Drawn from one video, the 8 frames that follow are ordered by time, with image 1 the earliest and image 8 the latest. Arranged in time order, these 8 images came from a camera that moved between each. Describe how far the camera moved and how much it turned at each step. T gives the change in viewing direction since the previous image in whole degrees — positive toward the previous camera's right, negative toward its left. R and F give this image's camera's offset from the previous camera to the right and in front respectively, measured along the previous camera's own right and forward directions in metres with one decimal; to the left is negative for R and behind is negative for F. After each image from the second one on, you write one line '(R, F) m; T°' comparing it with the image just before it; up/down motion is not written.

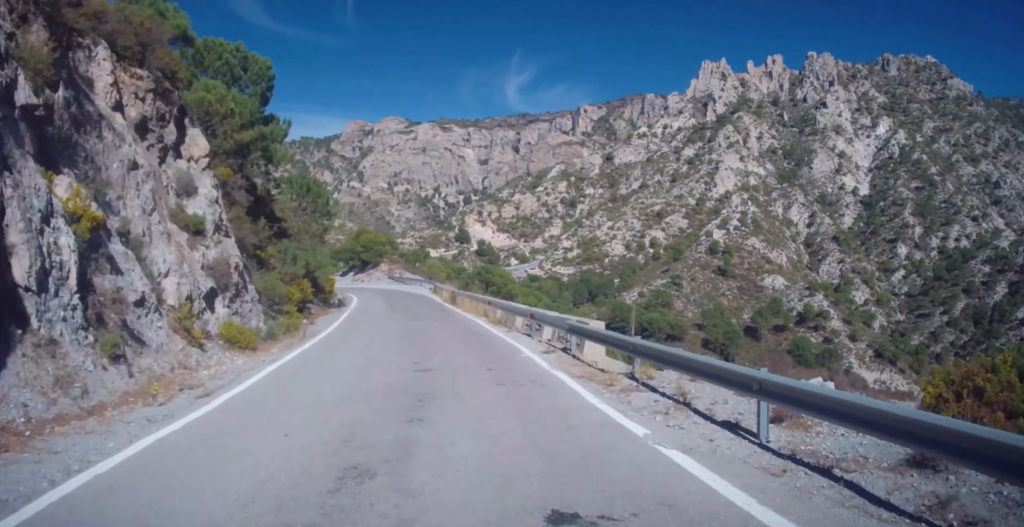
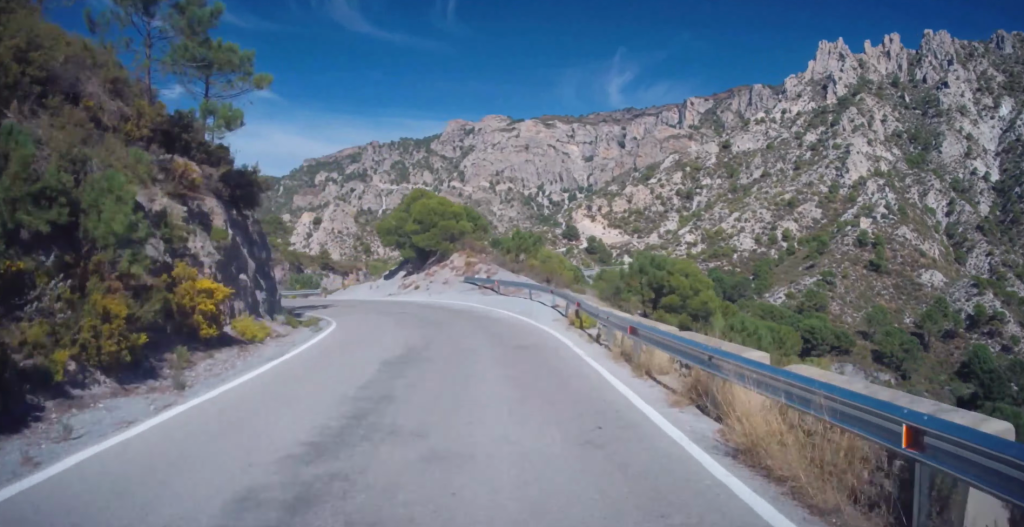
(-7.0, +33.3) m; -5°
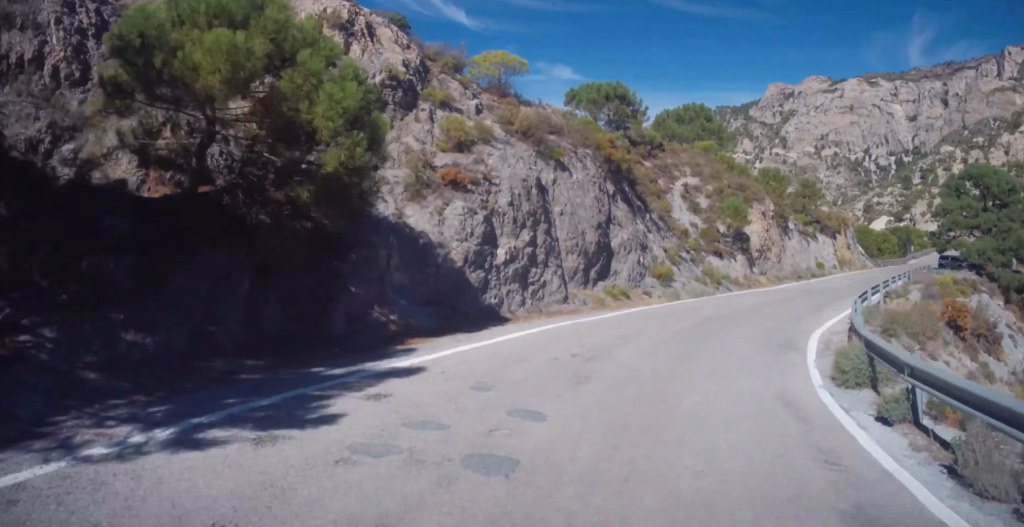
(-3.9, +80.4) m; +9°
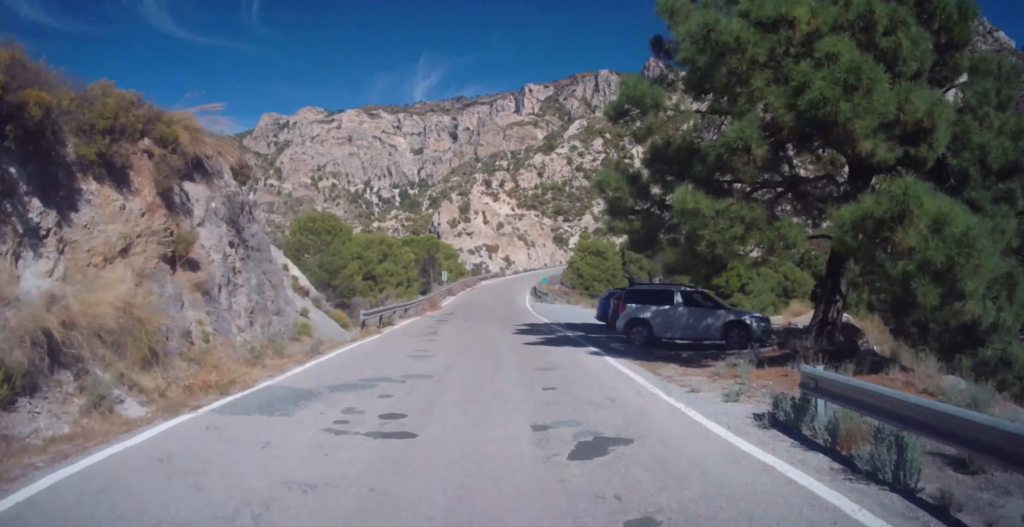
(+10.9, +59.3) m; +19°
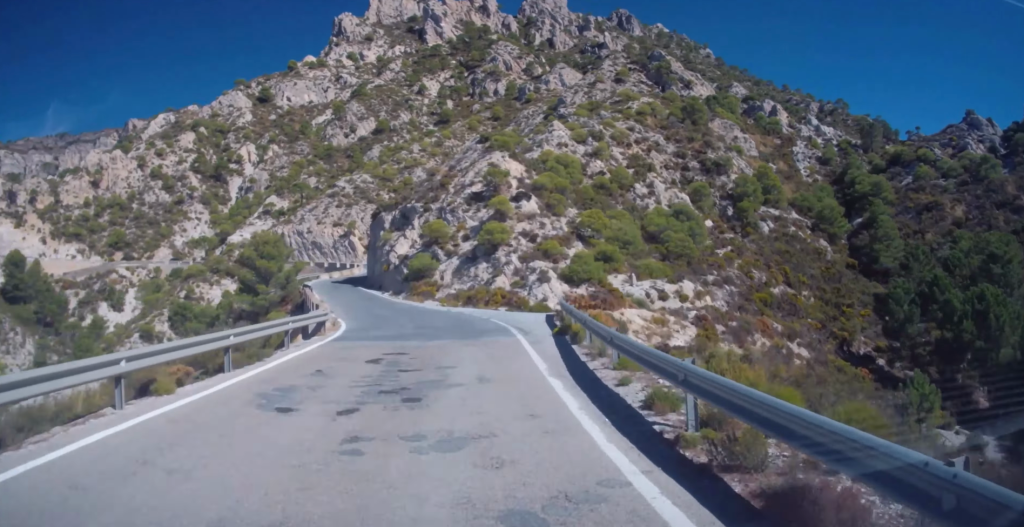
(+29.6, +119.0) m; +16°
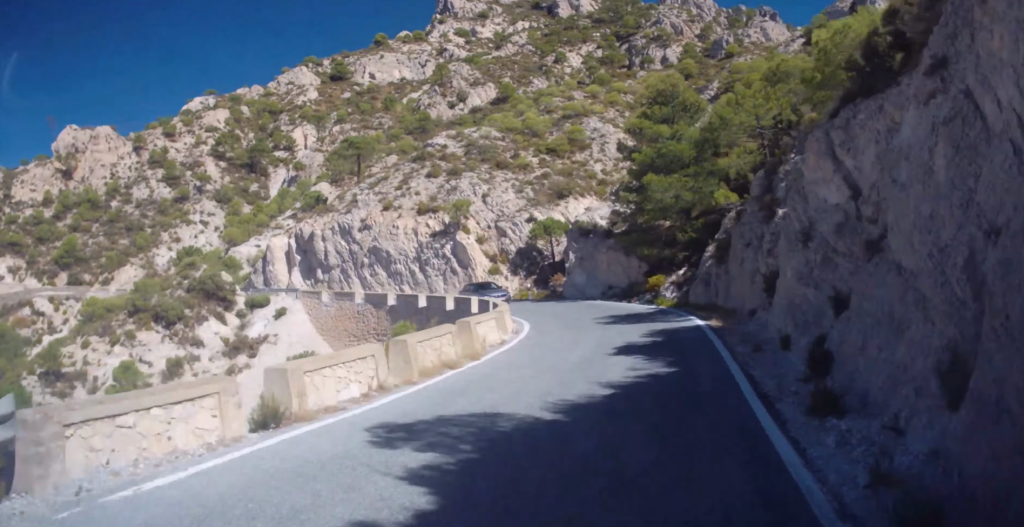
(-2.2, +68.4) m; -19°
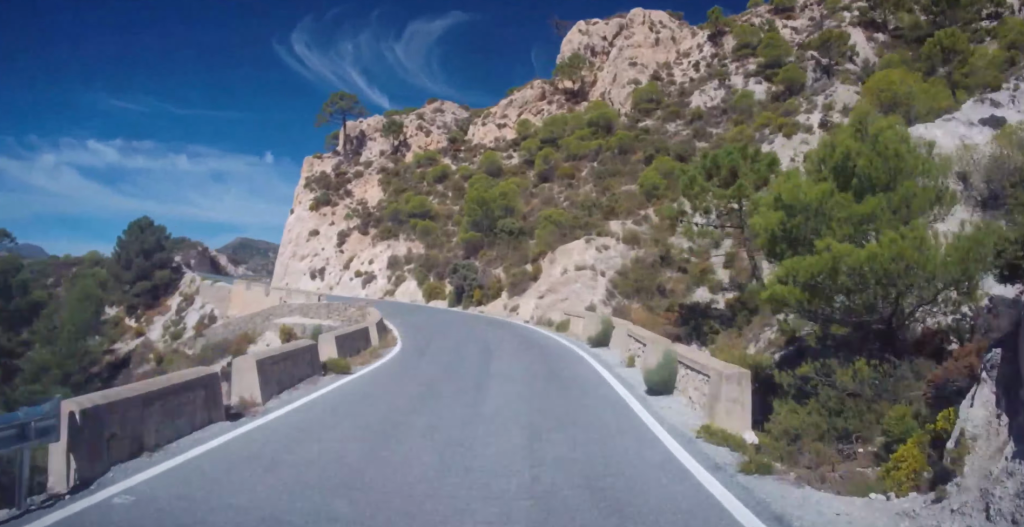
(-26.2, +63.4) m; -38°
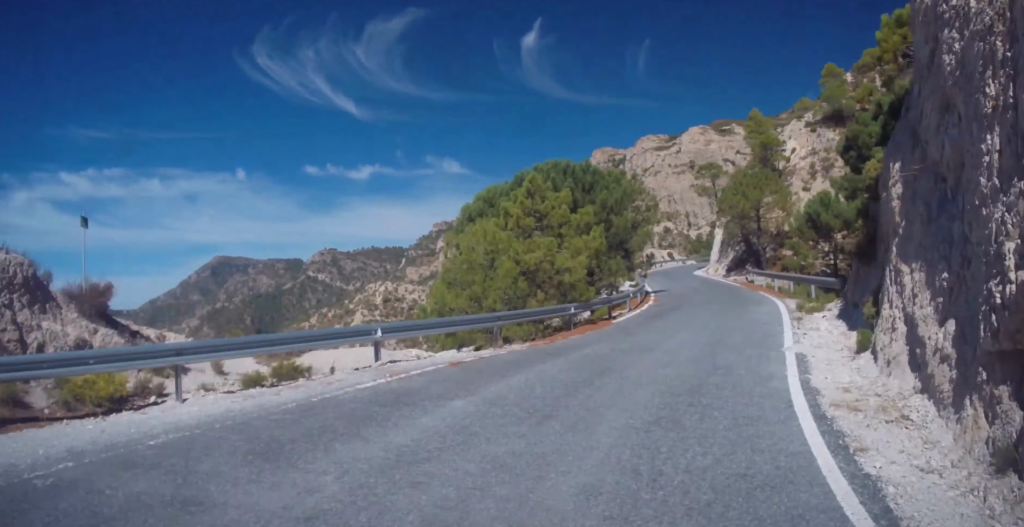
(-12.4, +78.5) m; +12°
